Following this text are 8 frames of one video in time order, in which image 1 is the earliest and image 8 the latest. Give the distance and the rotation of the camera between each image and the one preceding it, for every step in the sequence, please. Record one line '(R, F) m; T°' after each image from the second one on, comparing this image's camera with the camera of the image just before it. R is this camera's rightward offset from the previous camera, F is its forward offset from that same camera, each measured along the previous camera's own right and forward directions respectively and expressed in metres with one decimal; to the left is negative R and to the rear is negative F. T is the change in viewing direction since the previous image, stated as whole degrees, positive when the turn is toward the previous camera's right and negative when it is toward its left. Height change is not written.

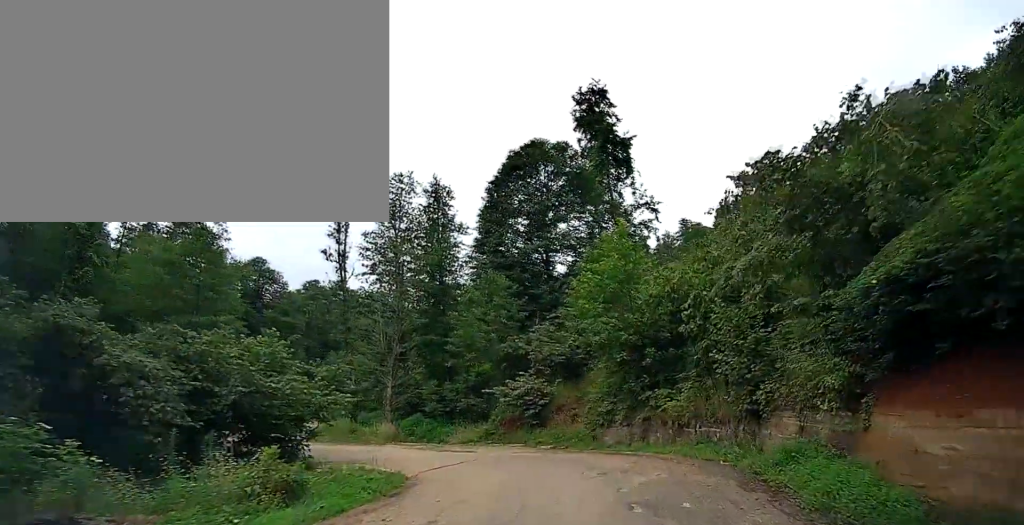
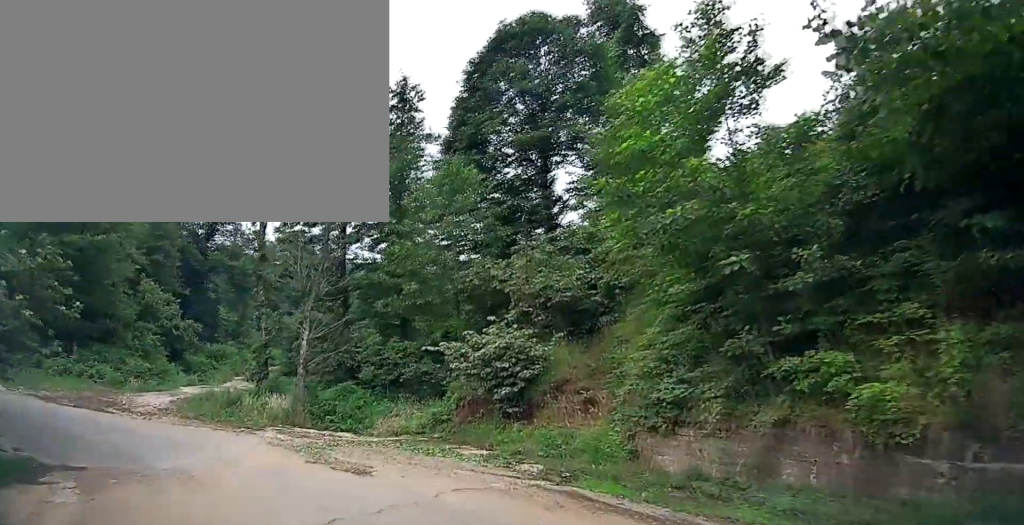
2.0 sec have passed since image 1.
(0.0, +11.2) m; -5°
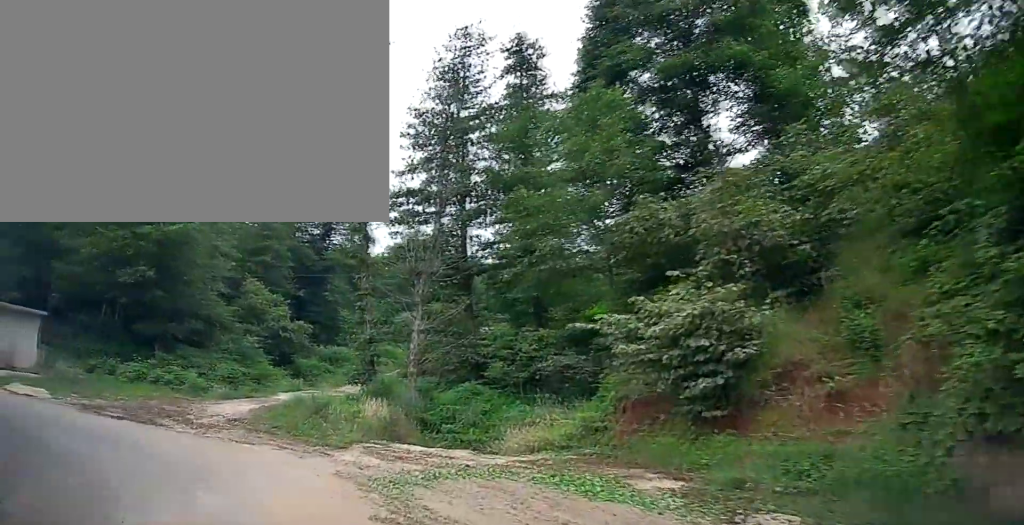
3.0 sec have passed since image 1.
(-0.2, +4.7) m; -12°
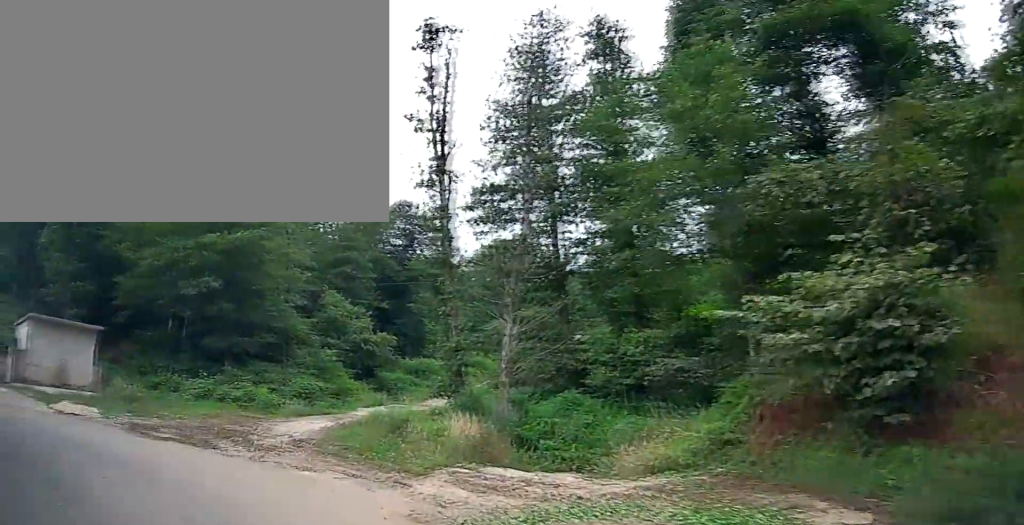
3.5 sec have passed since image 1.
(-0.1, +2.0) m; -9°
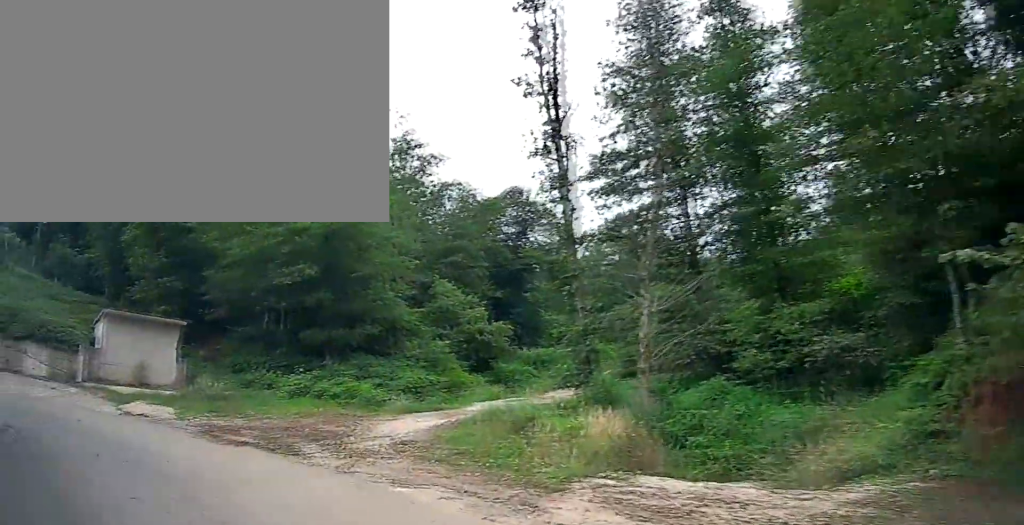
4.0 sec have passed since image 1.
(-0.3, +2.3) m; -12°
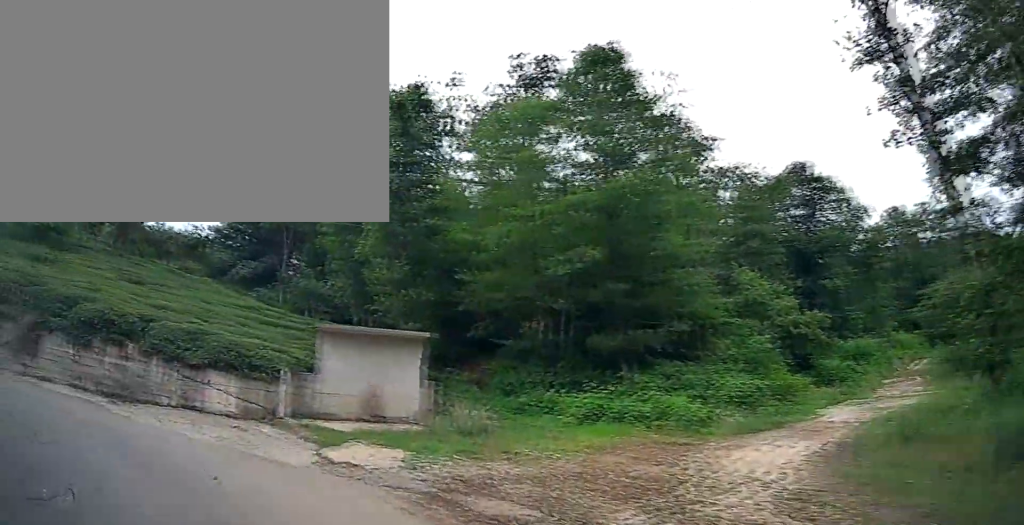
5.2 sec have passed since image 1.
(-1.1, +5.2) m; -28°
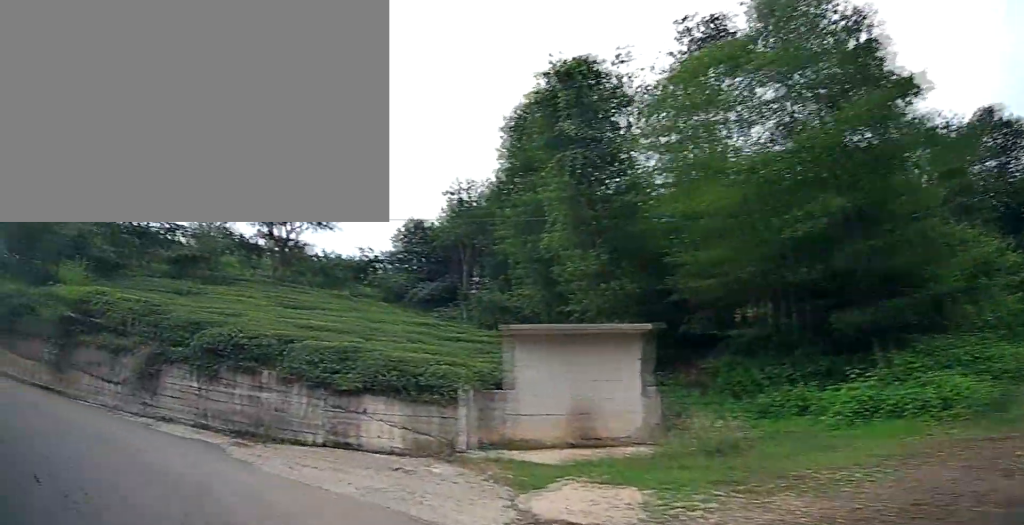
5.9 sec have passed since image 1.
(-0.7, +3.4) m; -20°
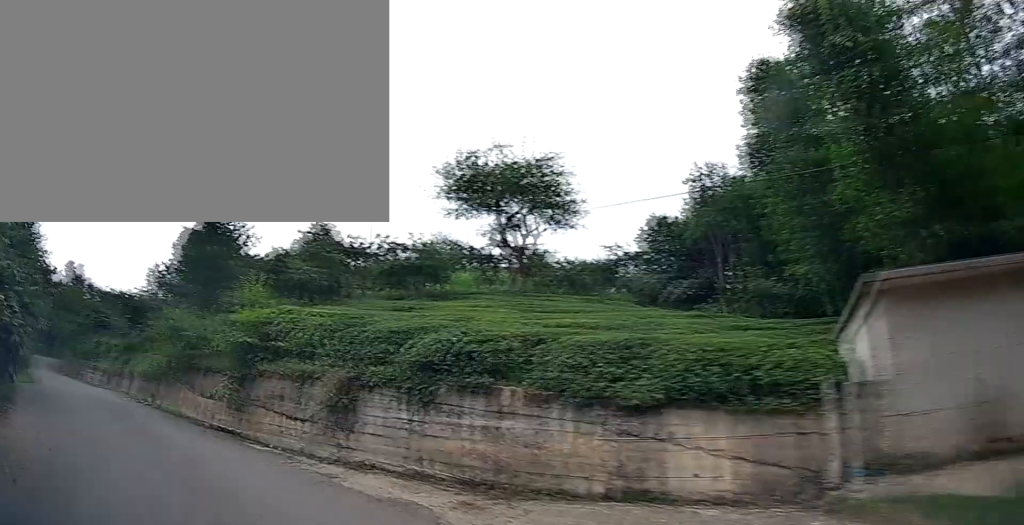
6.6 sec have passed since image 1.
(-0.8, +4.1) m; -24°
